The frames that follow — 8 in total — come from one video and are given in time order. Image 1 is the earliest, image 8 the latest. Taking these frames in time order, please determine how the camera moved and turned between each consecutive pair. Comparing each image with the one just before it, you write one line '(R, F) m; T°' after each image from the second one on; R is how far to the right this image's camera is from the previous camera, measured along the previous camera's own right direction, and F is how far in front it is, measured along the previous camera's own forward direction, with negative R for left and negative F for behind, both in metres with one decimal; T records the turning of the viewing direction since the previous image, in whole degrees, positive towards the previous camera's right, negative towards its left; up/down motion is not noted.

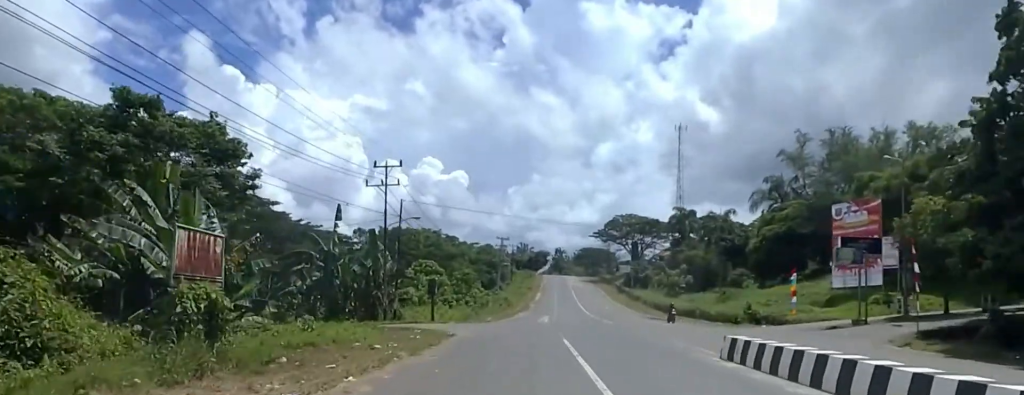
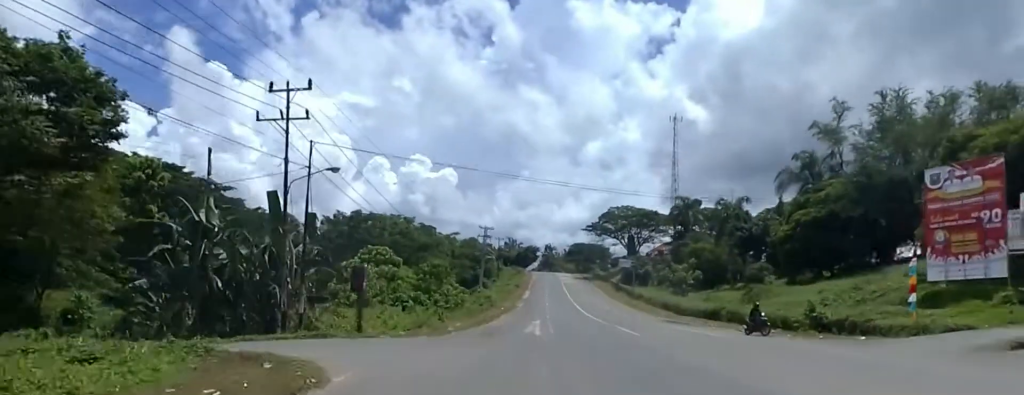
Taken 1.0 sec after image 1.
(-0.6, +12.6) m; -4°
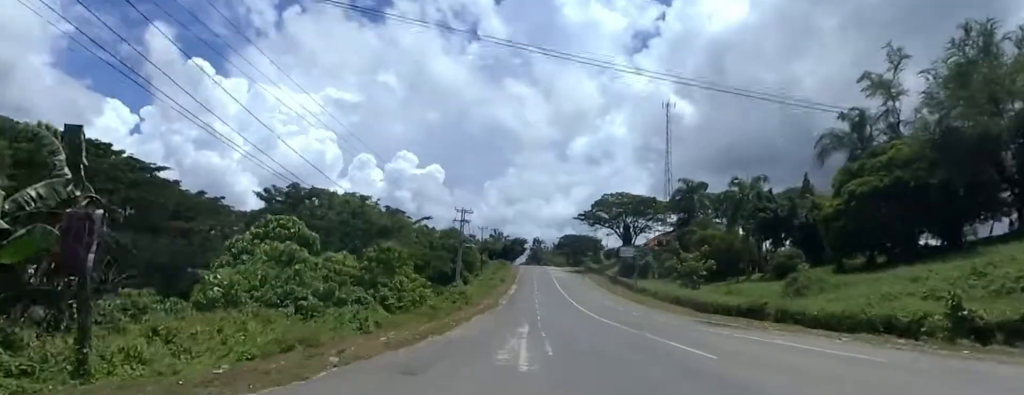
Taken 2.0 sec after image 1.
(-0.2, +12.9) m; +1°
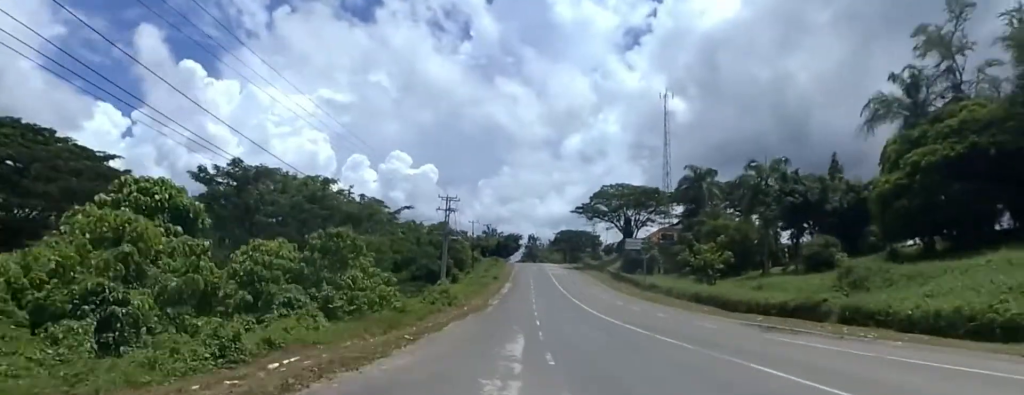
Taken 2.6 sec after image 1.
(+0.3, +8.5) m; +3°
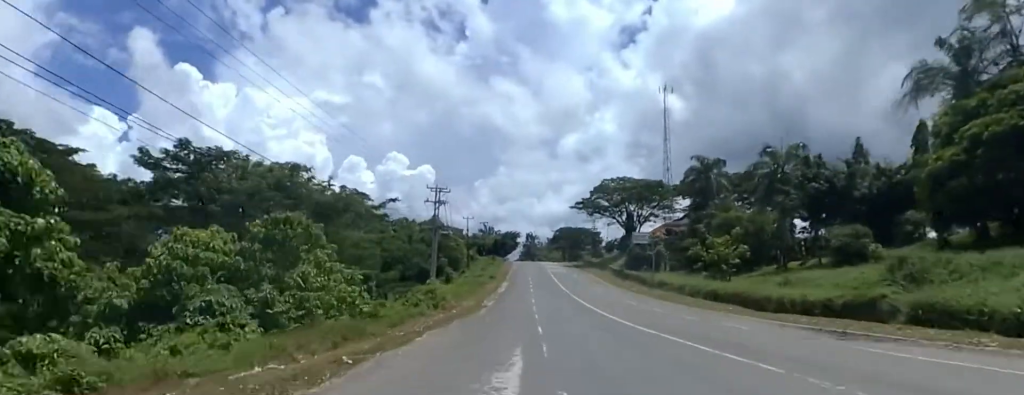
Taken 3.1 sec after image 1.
(-0.1, +5.5) m; +2°
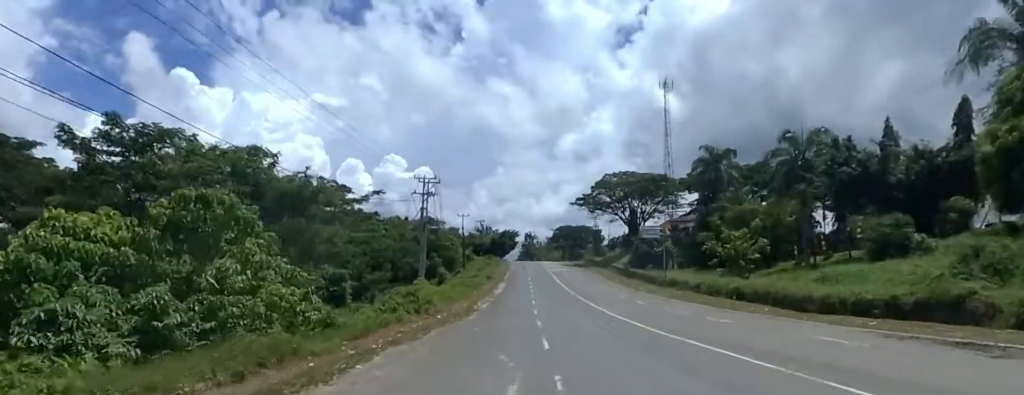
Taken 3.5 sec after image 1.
(+0.3, +5.8) m; -2°
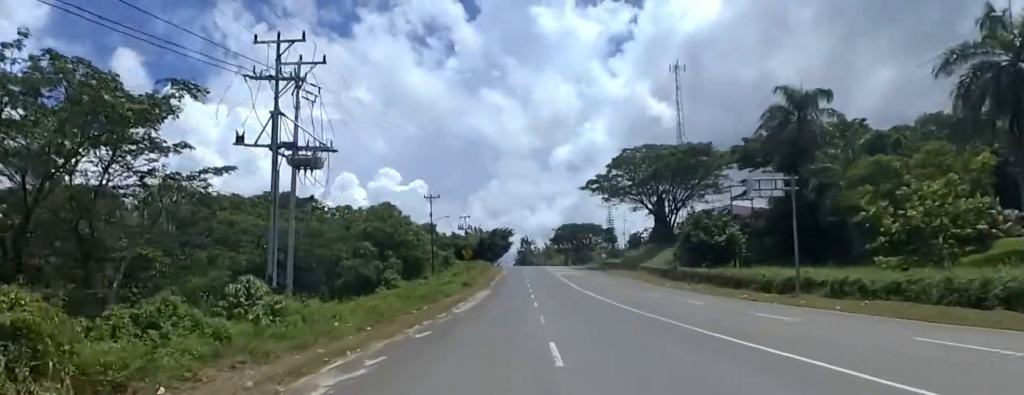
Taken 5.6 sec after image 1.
(-0.8, +29.0) m; -1°
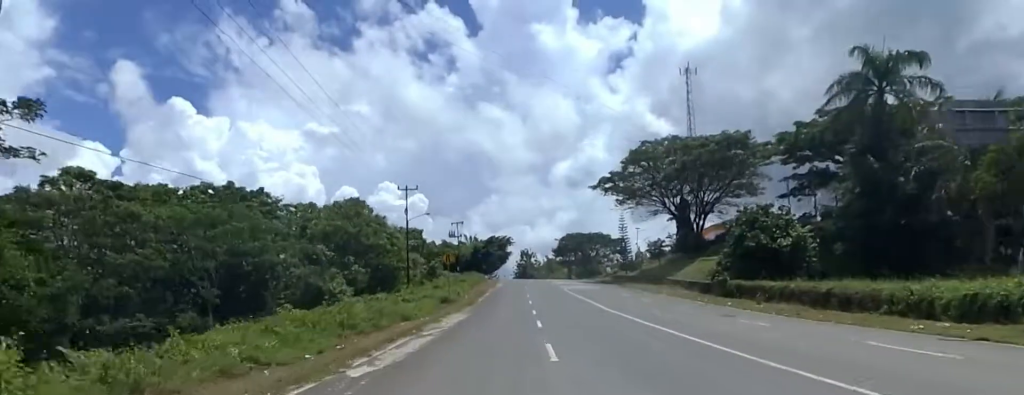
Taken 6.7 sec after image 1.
(0.0, +14.1) m; -3°
